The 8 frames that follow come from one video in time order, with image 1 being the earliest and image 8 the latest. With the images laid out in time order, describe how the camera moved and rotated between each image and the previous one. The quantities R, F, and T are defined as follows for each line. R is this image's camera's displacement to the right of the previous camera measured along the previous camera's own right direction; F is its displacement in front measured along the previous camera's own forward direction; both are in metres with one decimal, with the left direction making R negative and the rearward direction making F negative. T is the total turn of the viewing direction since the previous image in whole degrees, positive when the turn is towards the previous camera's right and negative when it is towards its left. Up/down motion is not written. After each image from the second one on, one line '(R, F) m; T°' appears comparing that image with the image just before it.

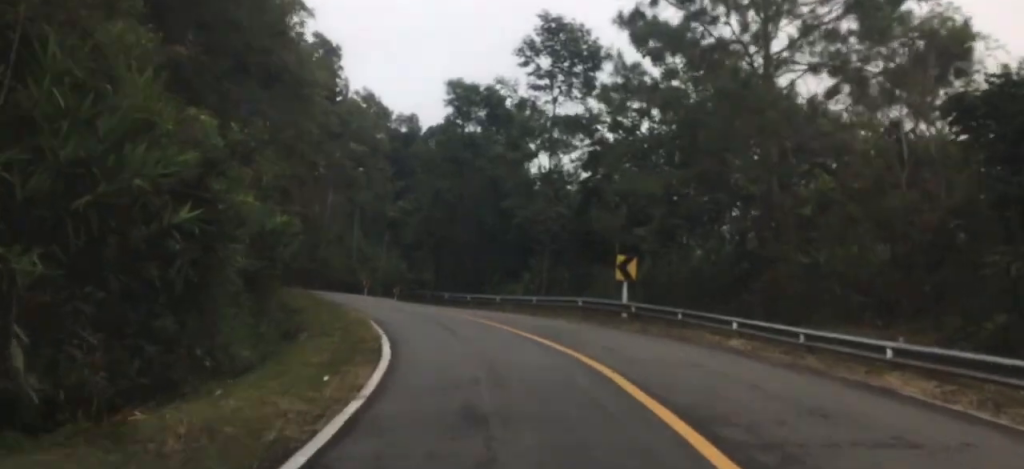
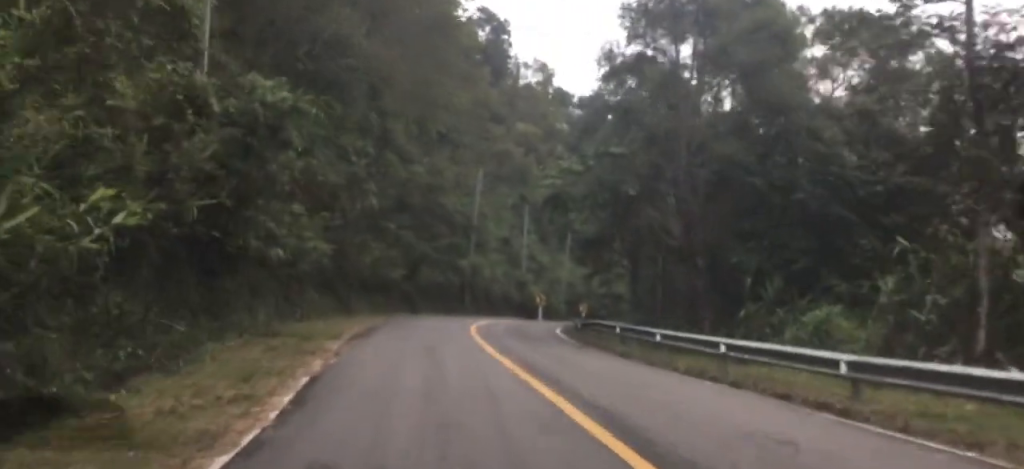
(-1.3, +22.4) m; -10°
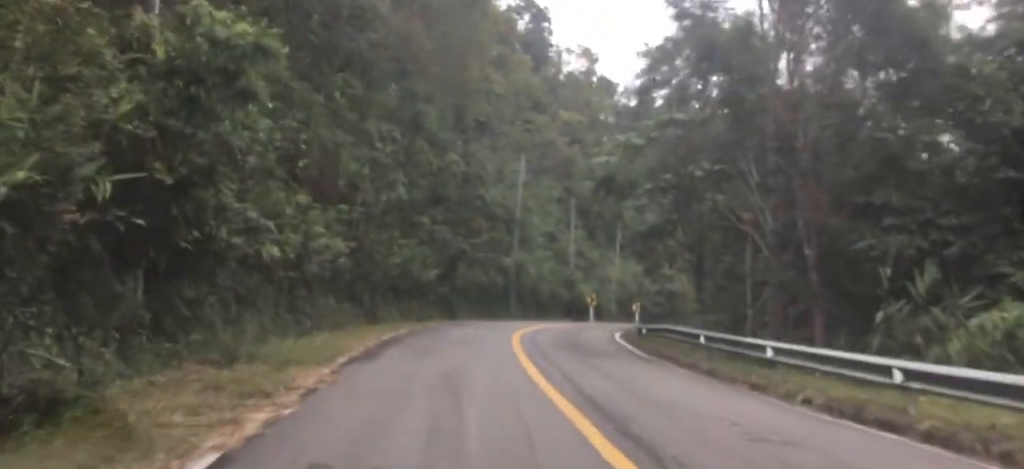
(-0.1, +4.7) m; -4°
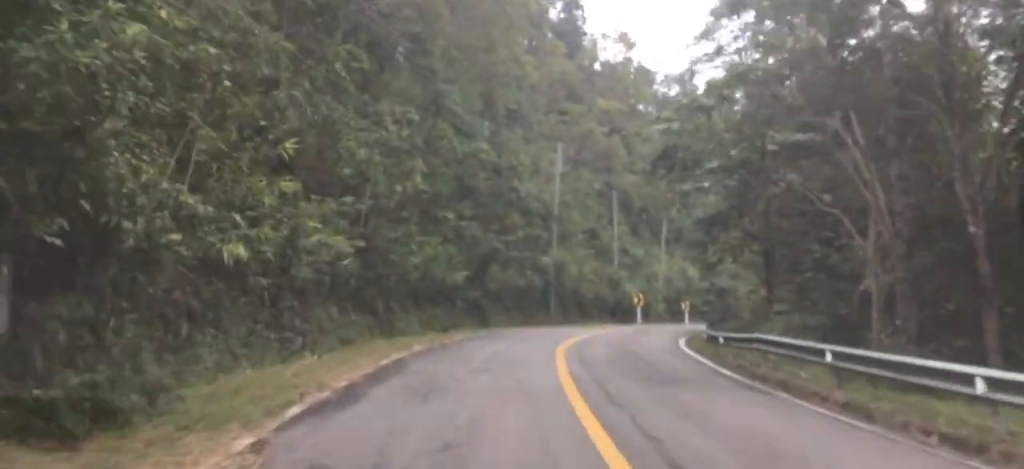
(+0.3, +4.7) m; -6°
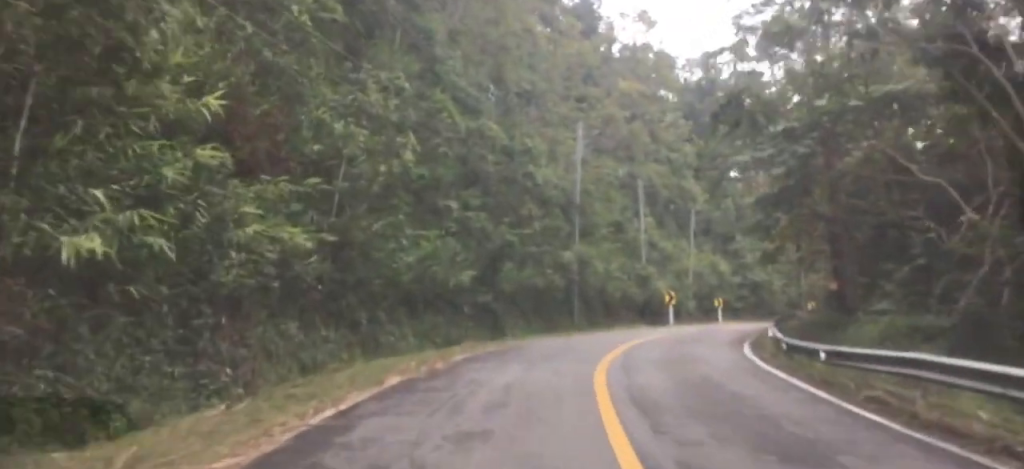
(-0.6, +5.3) m; -4°
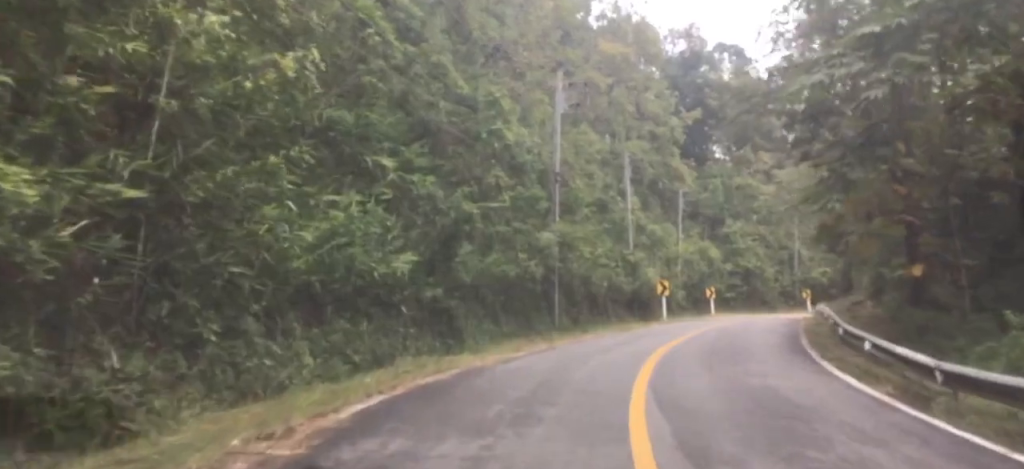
(-0.7, +7.9) m; -2°
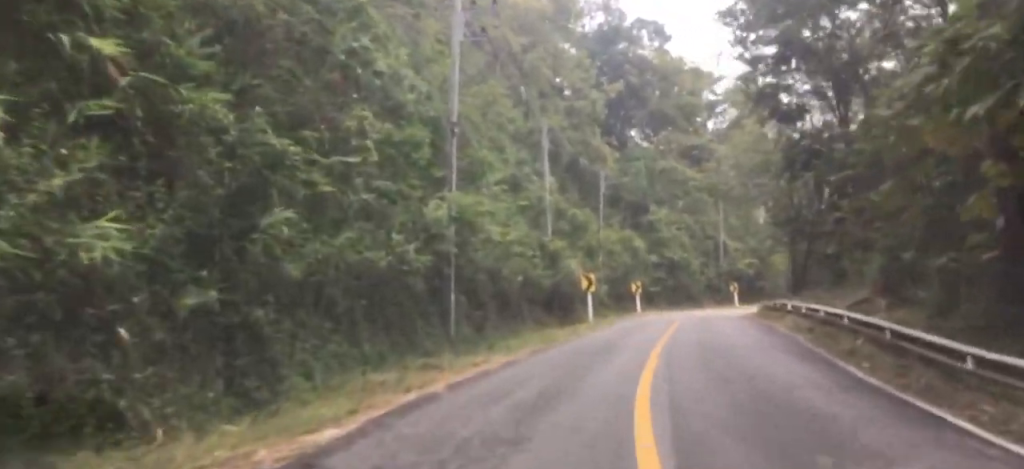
(+0.6, +8.9) m; +6°
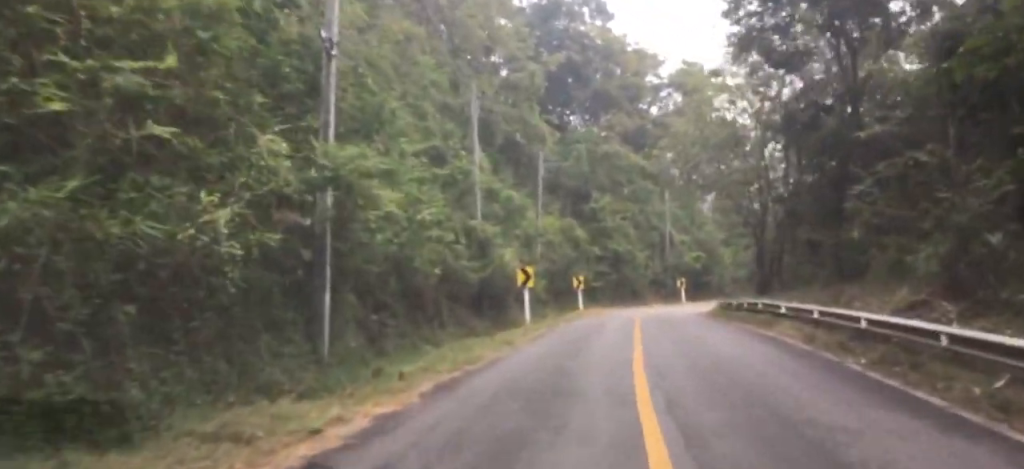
(-0.1, +6.9) m; +5°
